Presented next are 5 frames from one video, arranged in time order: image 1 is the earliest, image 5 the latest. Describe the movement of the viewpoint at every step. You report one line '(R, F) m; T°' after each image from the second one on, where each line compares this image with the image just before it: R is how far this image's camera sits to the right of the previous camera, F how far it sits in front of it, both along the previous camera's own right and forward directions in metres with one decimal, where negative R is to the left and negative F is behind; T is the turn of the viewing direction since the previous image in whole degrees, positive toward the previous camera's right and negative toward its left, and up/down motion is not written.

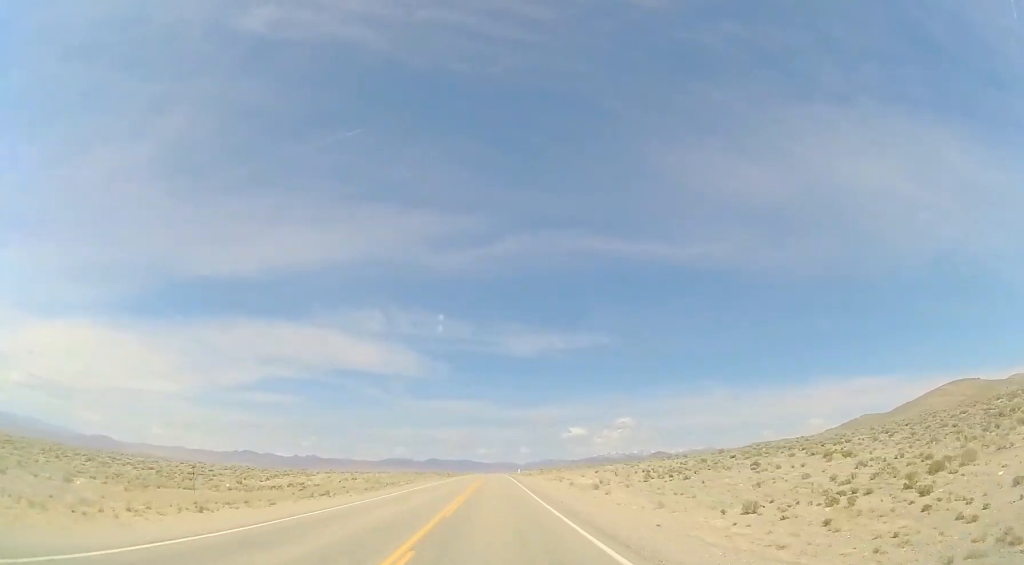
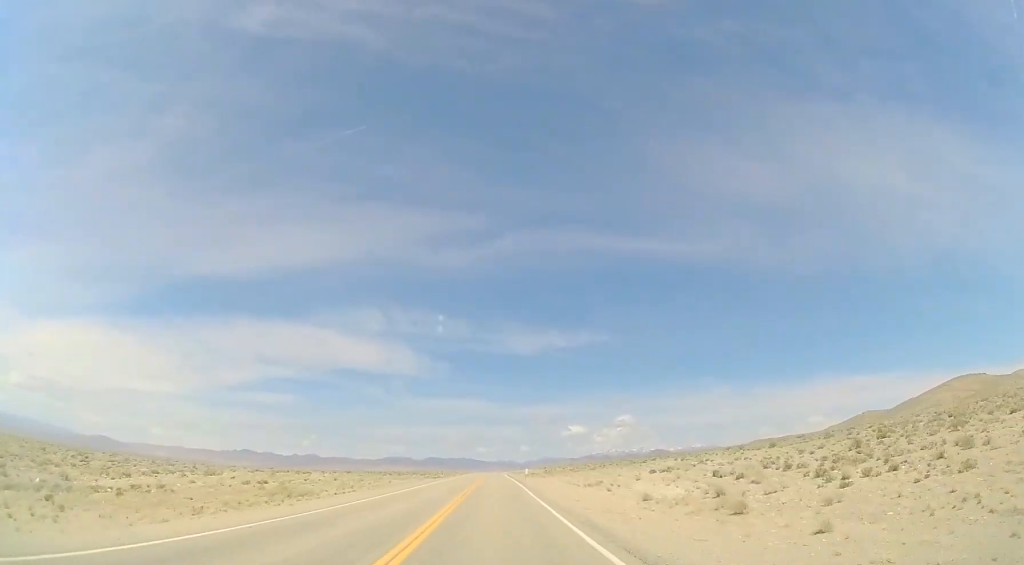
(+0.2, +24.5) m; 0°
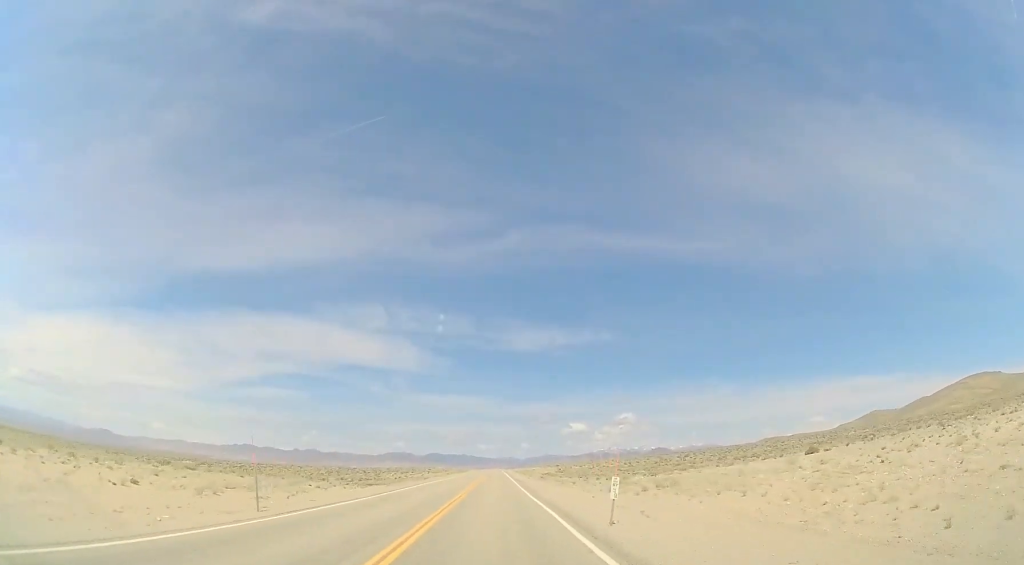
(-0.3, +45.7) m; 0°
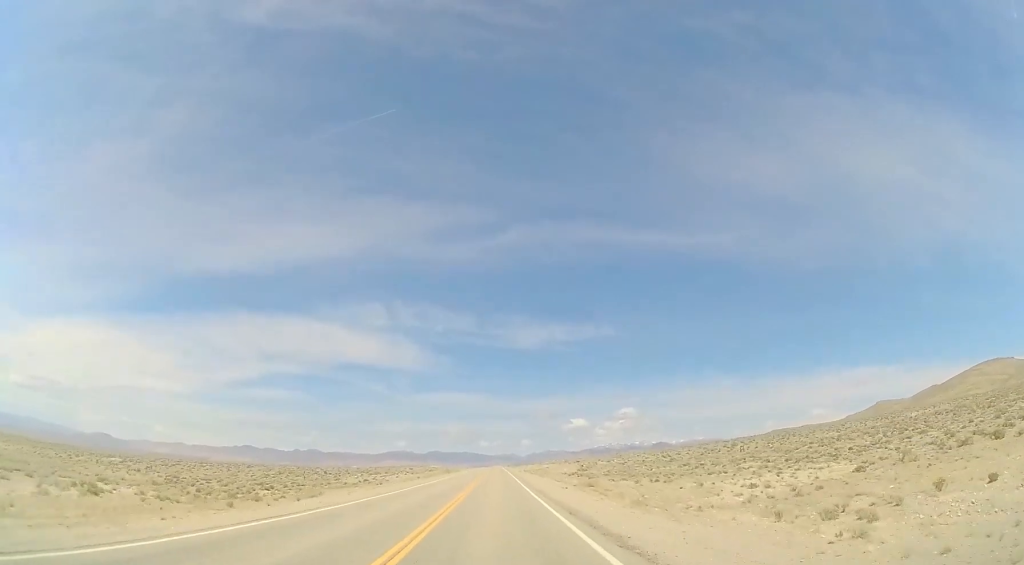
(+0.1, +43.6) m; -1°
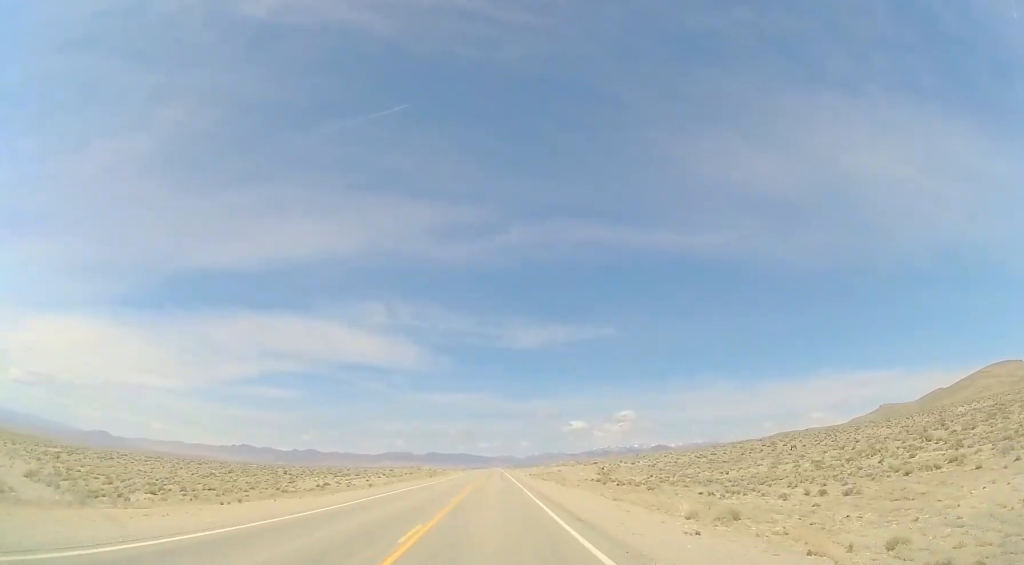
(-0.2, +26.7) m; 0°
